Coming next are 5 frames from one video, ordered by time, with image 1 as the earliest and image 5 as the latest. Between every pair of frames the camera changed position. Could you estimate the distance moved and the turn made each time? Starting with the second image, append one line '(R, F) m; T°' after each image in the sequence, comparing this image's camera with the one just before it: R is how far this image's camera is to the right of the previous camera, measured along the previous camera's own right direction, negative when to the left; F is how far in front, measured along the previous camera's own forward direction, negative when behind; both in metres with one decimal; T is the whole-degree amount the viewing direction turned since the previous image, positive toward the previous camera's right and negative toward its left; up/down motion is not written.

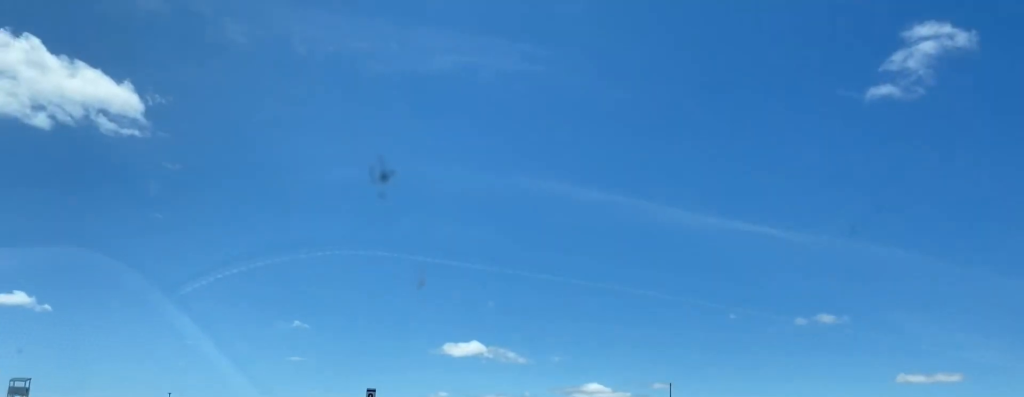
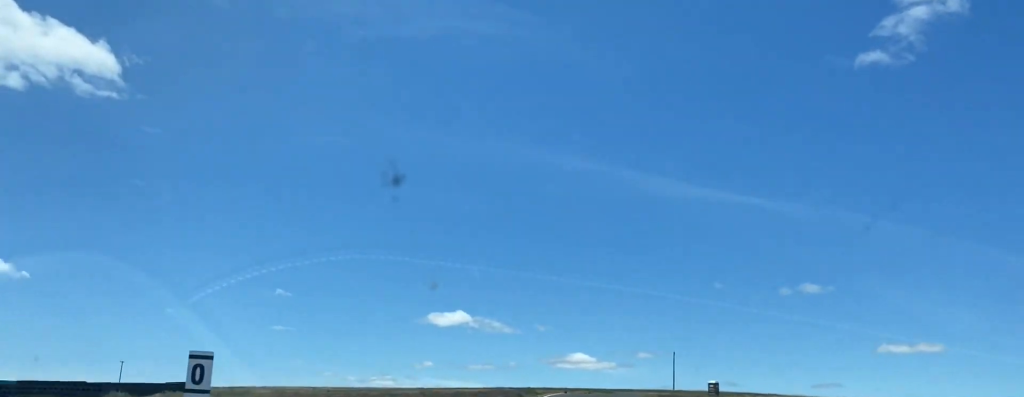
(+0.6, +20.1) m; +3°
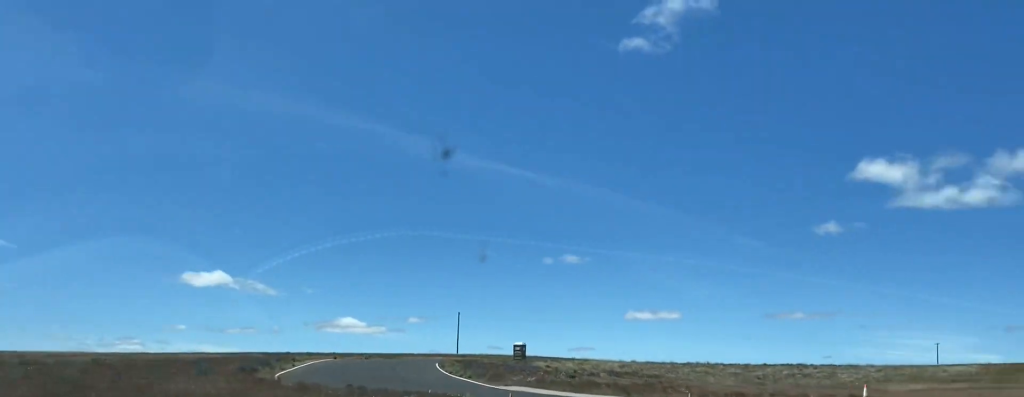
(+1.6, +28.2) m; +13°
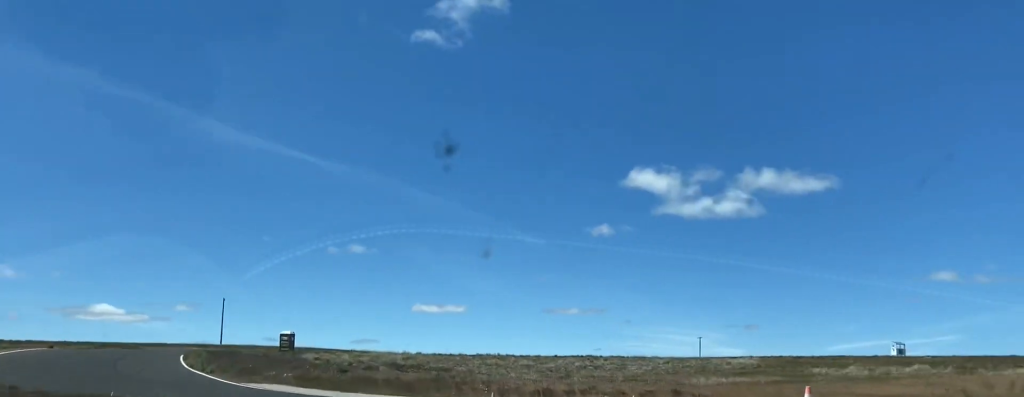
(+1.4, +9.9) m; +17°
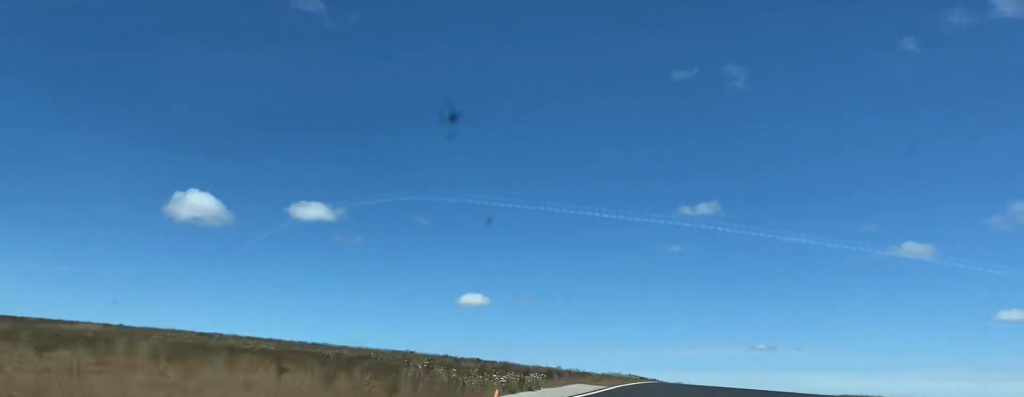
(+20.9, +28.4) m; +65°
